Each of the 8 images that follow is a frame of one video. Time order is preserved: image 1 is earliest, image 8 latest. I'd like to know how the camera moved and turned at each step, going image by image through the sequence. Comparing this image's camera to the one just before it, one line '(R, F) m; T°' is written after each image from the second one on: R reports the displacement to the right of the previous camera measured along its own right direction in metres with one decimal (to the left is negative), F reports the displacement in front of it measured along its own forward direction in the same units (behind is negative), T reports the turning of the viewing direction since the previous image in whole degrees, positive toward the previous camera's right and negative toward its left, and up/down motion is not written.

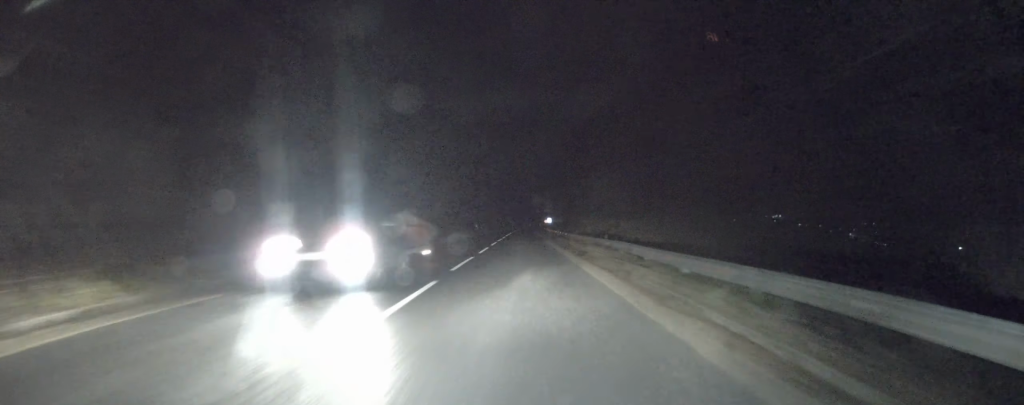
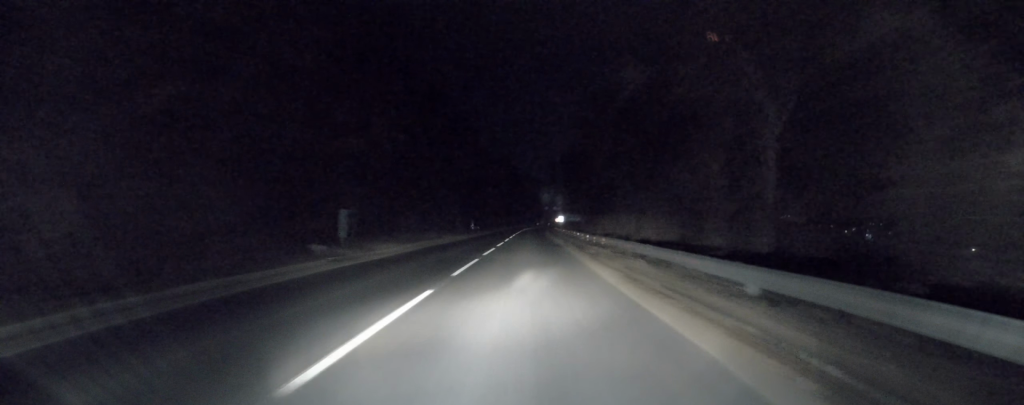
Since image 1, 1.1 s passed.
(+0.2, +19.1) m; 0°
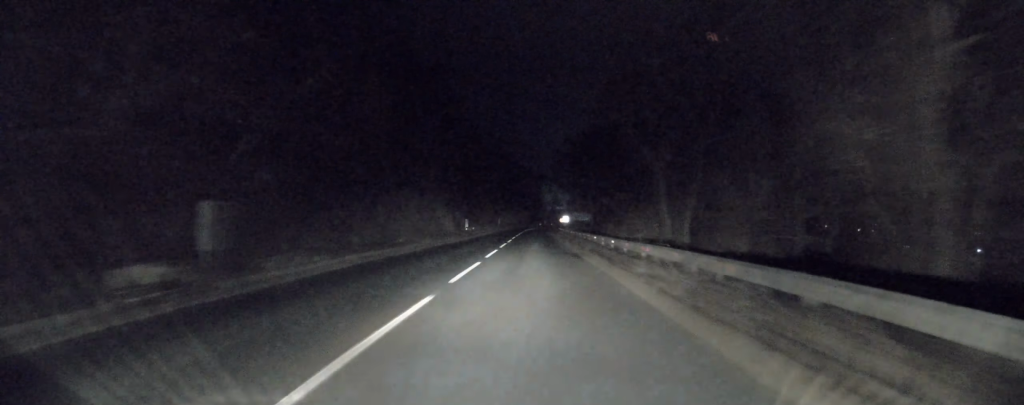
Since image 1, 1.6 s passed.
(0.0, +9.6) m; -1°
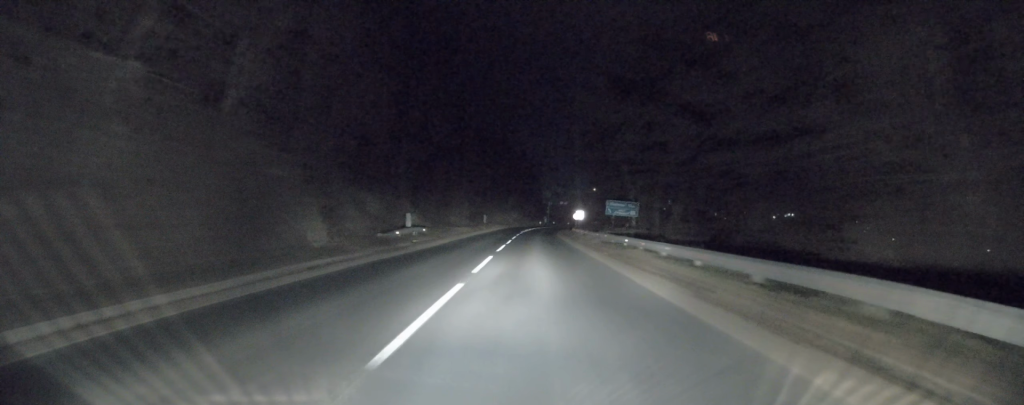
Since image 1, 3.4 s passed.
(0.0, +32.7) m; 0°
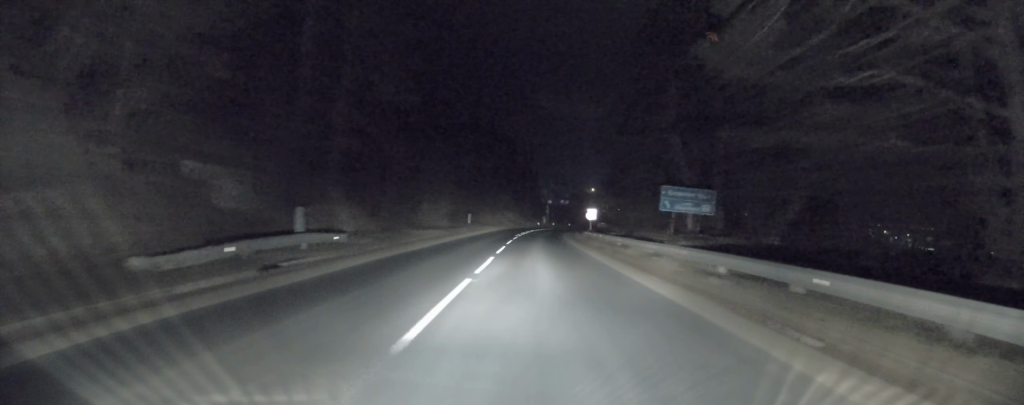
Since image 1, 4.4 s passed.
(-0.2, +17.4) m; 0°
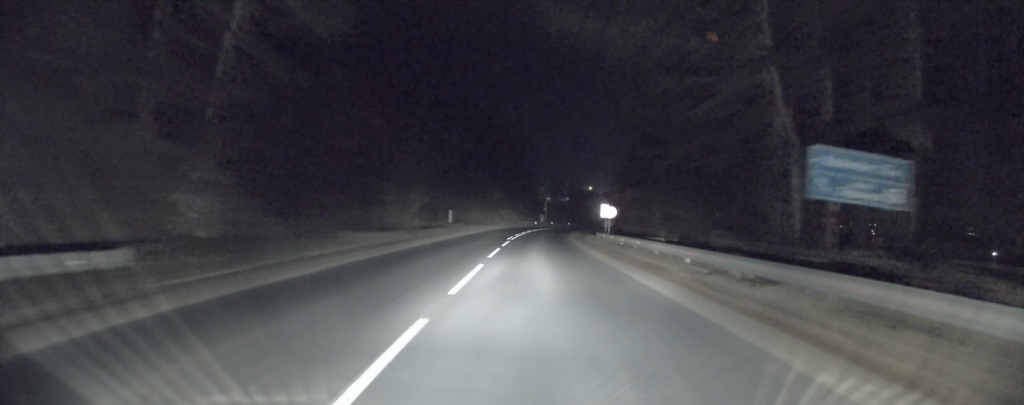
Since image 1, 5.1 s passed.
(+0.1, +13.1) m; +1°
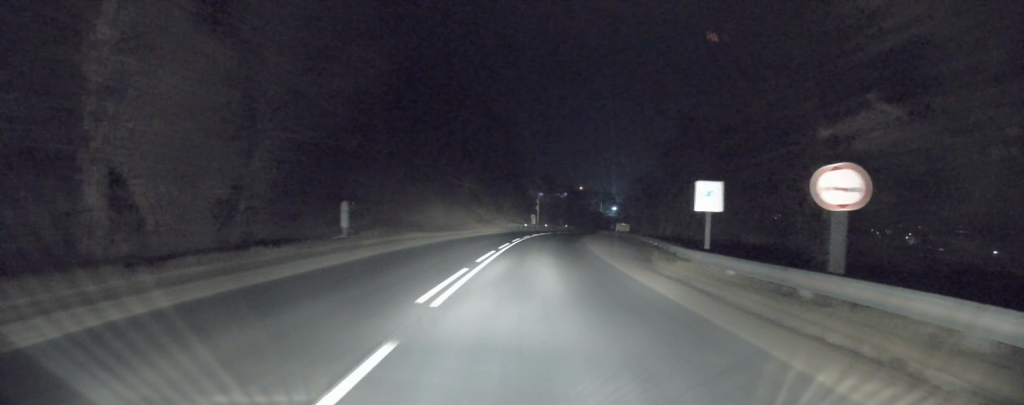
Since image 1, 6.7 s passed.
(+0.5, +28.4) m; +1°
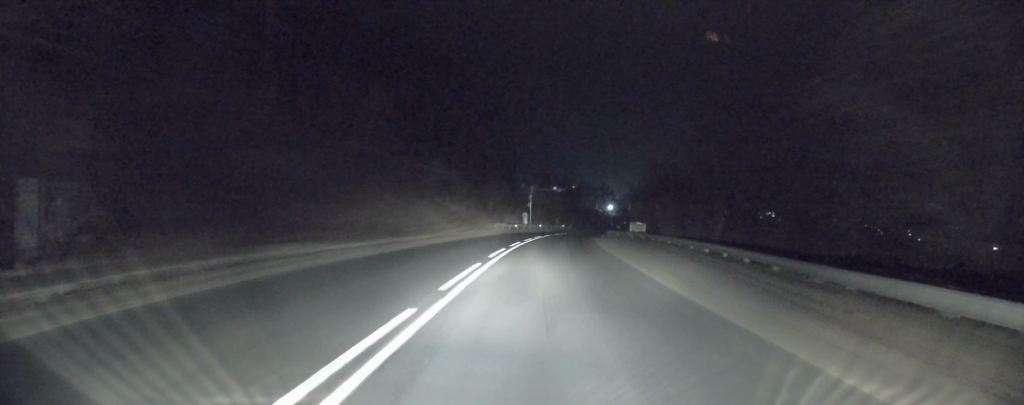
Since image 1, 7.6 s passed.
(0.0, +15.9) m; 0°
